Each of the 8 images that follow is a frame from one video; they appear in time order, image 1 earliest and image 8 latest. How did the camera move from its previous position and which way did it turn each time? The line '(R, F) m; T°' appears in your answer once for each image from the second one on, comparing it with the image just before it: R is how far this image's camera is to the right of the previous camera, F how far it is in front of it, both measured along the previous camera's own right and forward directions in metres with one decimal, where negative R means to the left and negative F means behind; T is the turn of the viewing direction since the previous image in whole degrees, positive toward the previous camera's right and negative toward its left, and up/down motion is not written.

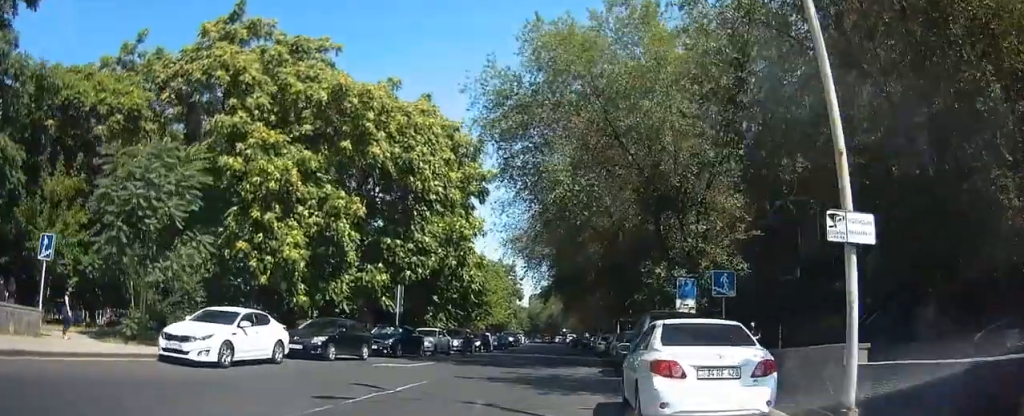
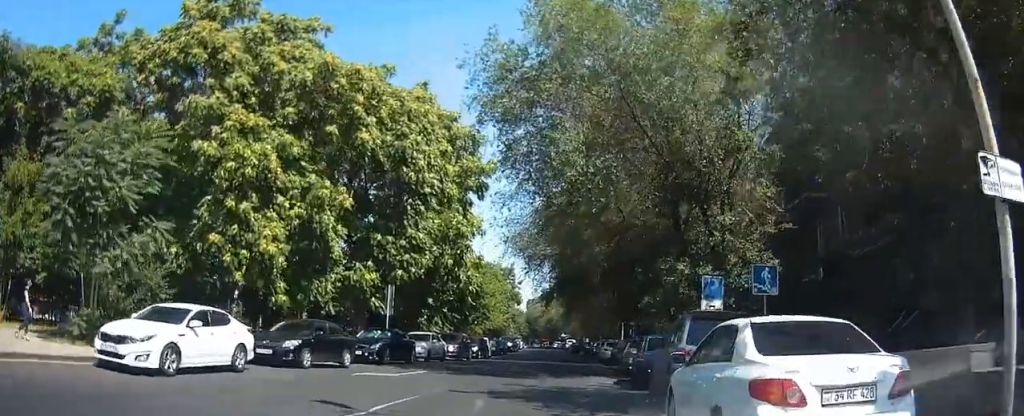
(0.0, +1.8) m; 0°
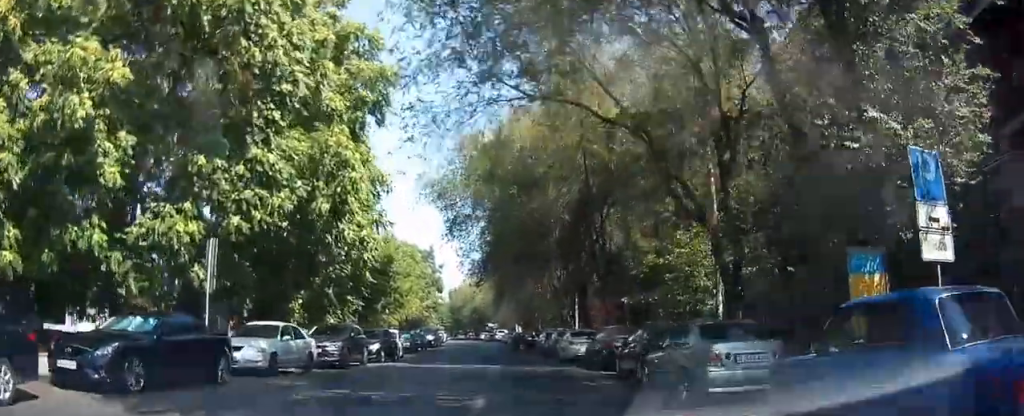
(0.0, +15.9) m; 0°
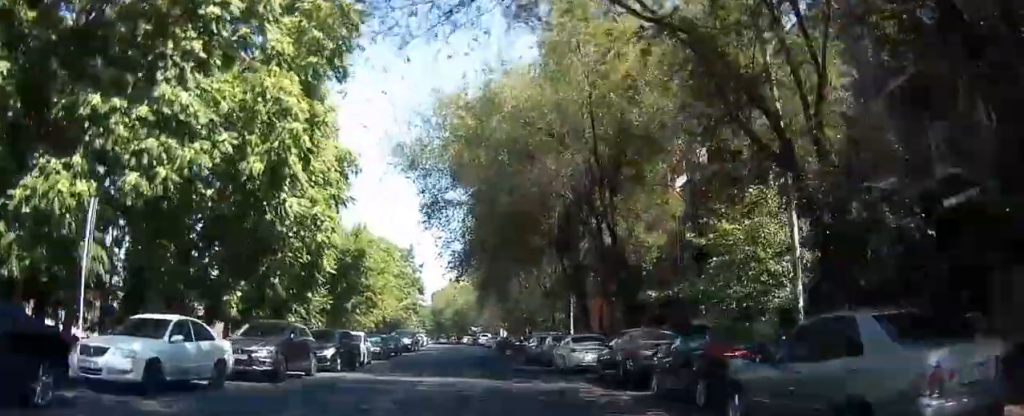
(0.0, +3.0) m; 0°
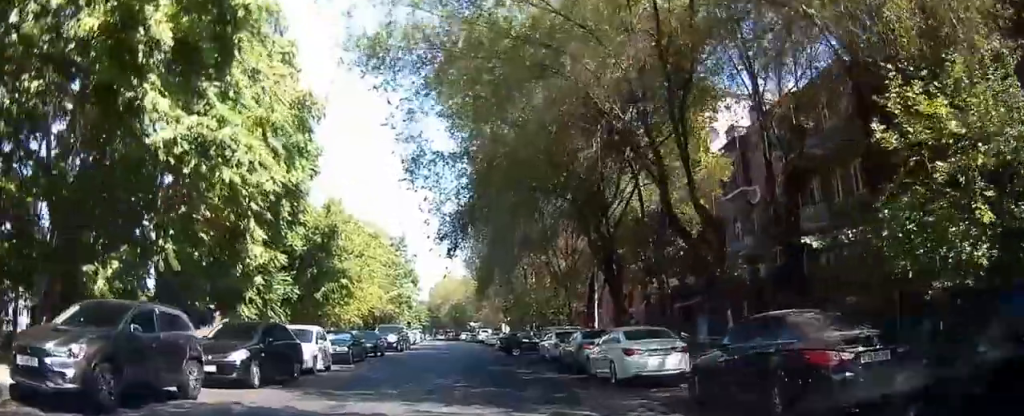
(0.0, +3.2) m; 0°
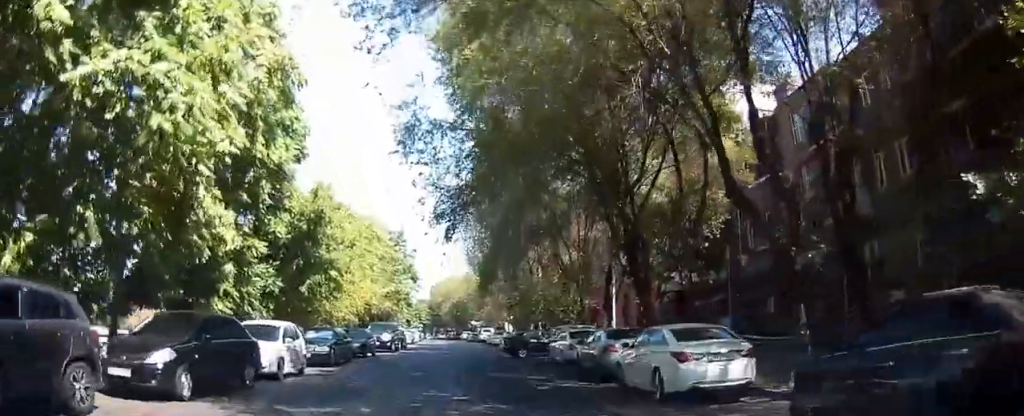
(0.0, +1.7) m; 0°
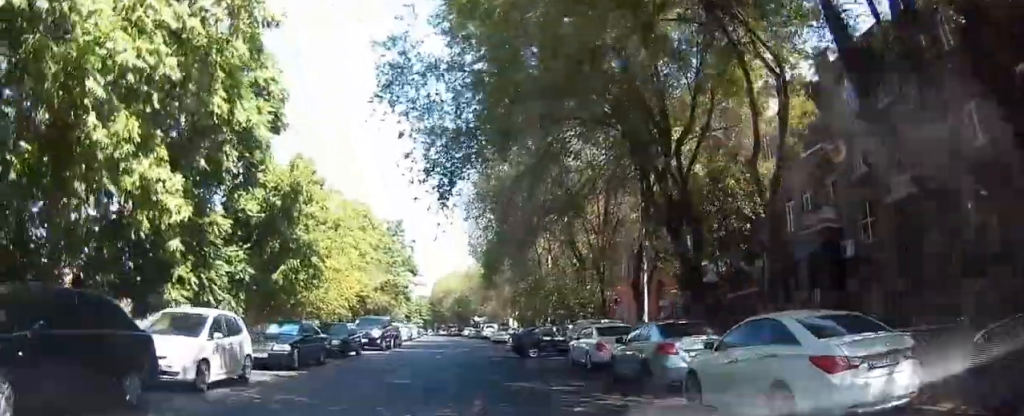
(0.0, +2.7) m; 0°
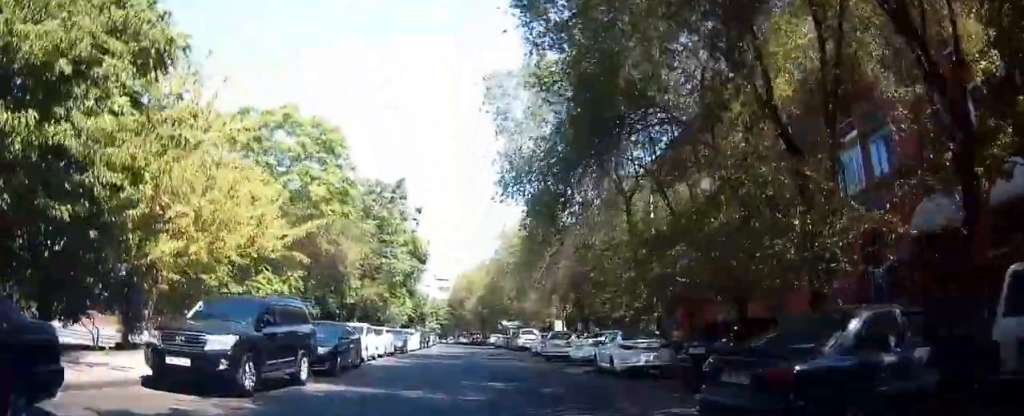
(+0.5, +15.8) m; +4°
